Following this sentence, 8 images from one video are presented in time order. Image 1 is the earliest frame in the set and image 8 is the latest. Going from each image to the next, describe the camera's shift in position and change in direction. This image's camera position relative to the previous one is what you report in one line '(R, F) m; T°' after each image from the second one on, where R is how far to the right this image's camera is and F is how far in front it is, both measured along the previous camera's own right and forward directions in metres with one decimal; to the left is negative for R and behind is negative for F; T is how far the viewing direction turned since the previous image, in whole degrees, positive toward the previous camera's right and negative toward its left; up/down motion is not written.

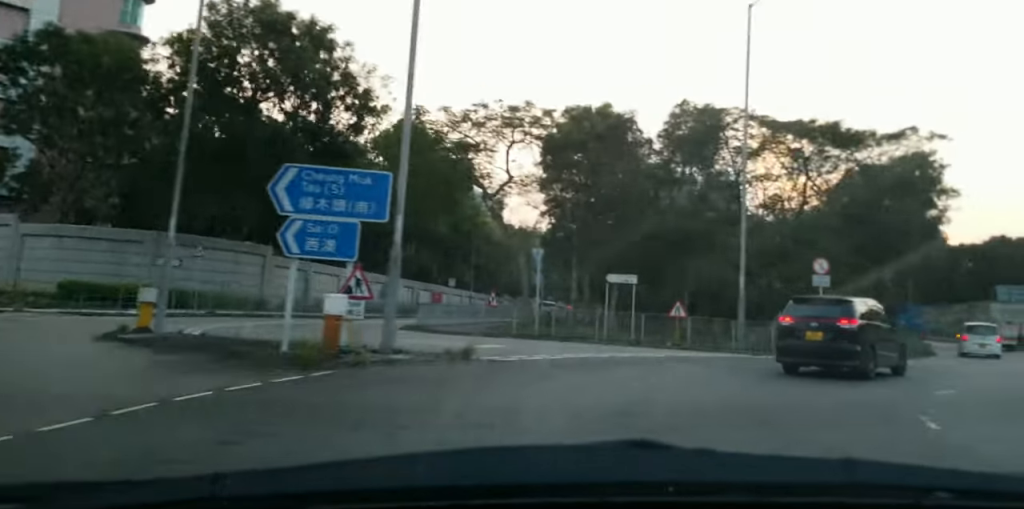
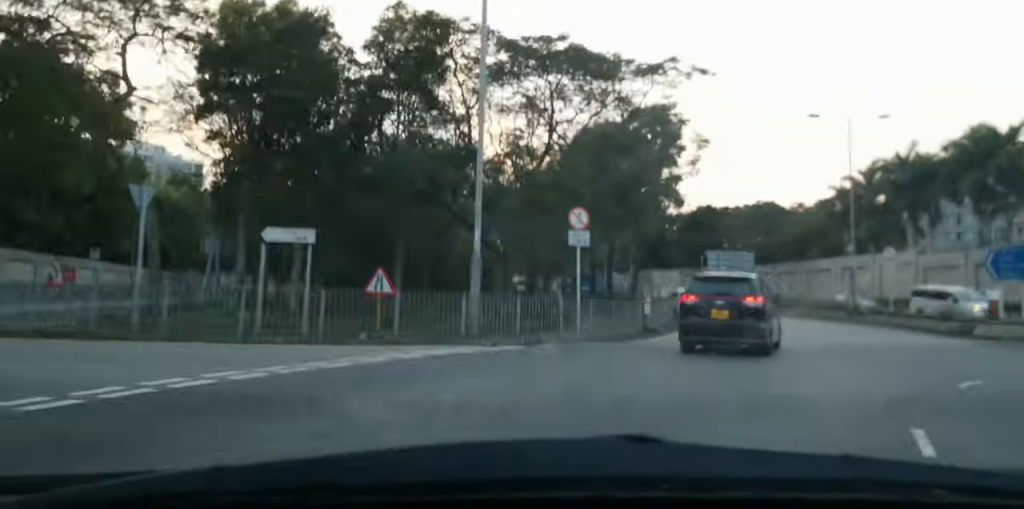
(+0.4, +7.9) m; +5°
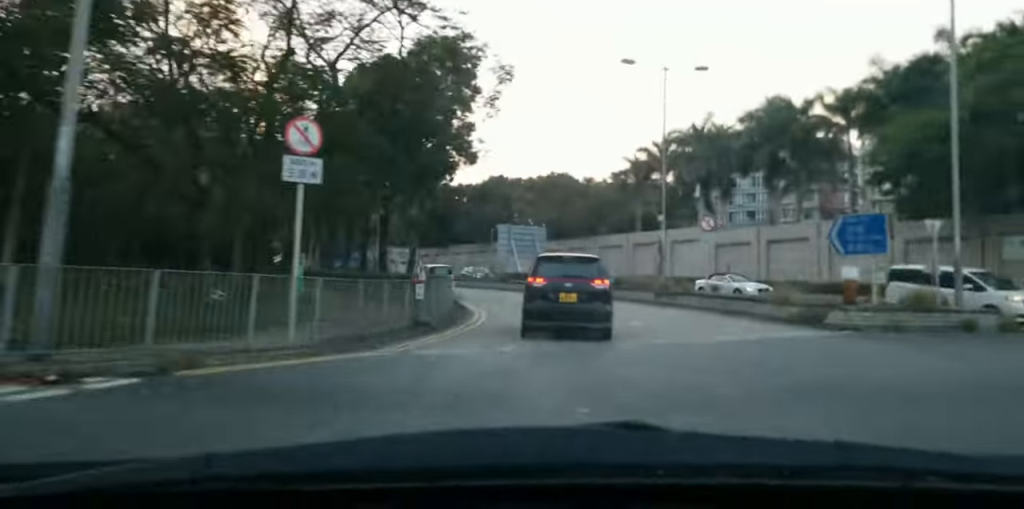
(-0.2, +7.4) m; +12°
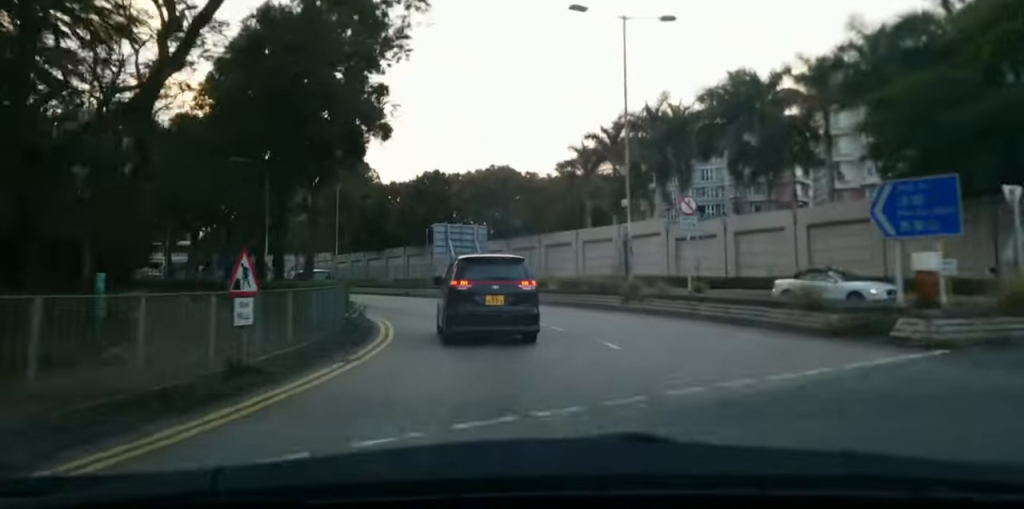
(+1.2, +6.5) m; +10°
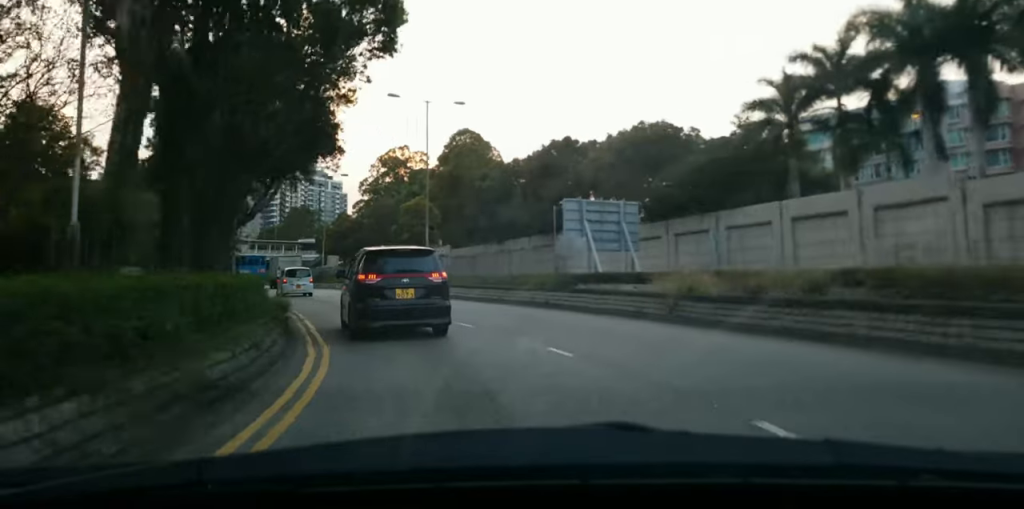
(+3.5, +21.2) m; +8°
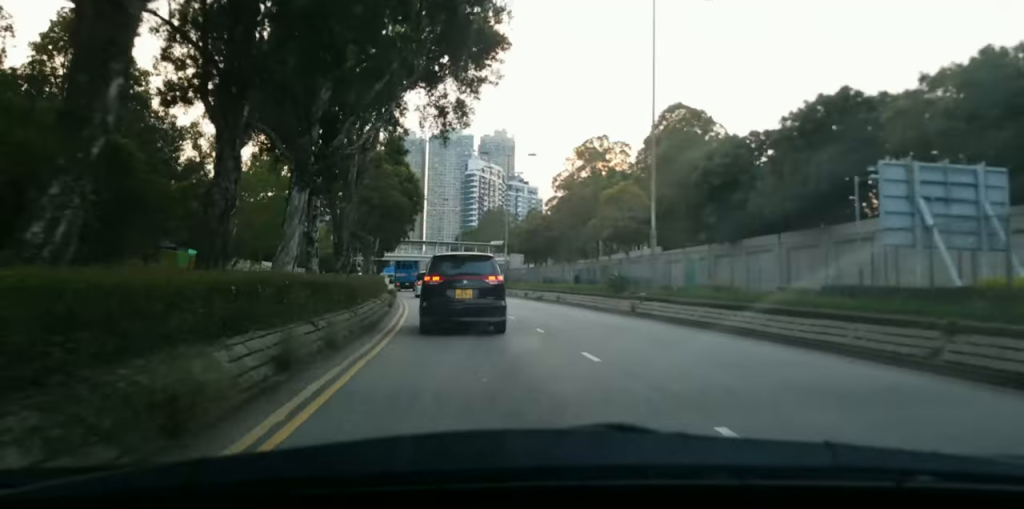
(-1.9, +18.4) m; -11°
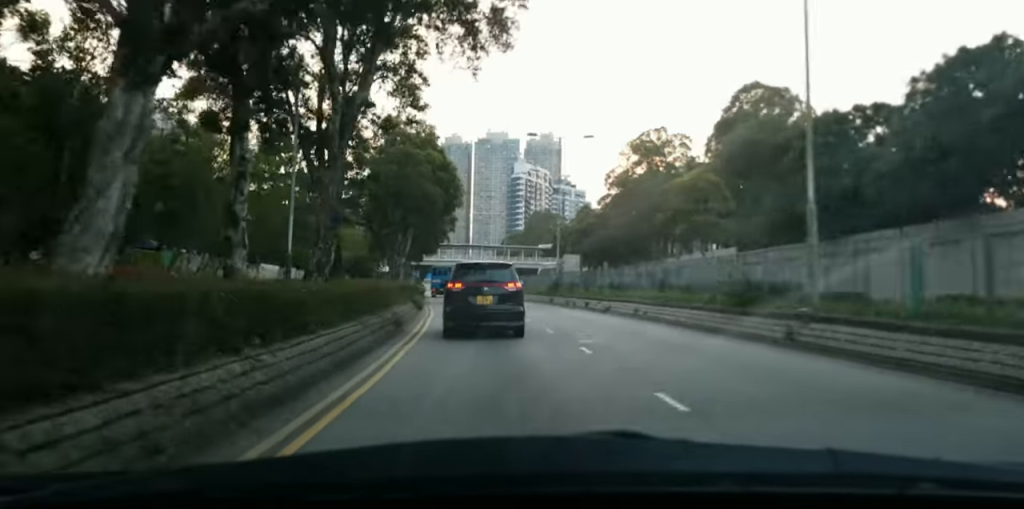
(0.0, +10.0) m; -8°
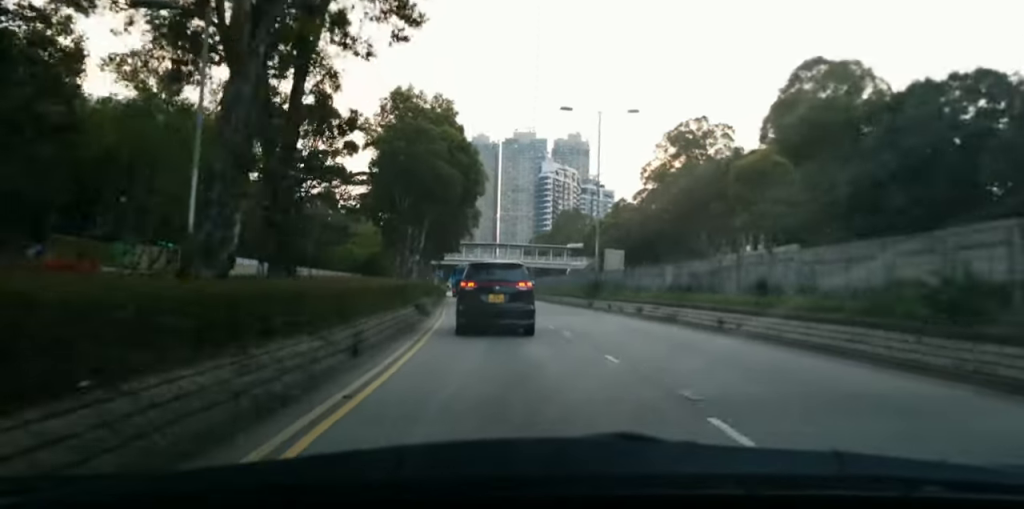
(-0.9, +7.8) m; -6°
